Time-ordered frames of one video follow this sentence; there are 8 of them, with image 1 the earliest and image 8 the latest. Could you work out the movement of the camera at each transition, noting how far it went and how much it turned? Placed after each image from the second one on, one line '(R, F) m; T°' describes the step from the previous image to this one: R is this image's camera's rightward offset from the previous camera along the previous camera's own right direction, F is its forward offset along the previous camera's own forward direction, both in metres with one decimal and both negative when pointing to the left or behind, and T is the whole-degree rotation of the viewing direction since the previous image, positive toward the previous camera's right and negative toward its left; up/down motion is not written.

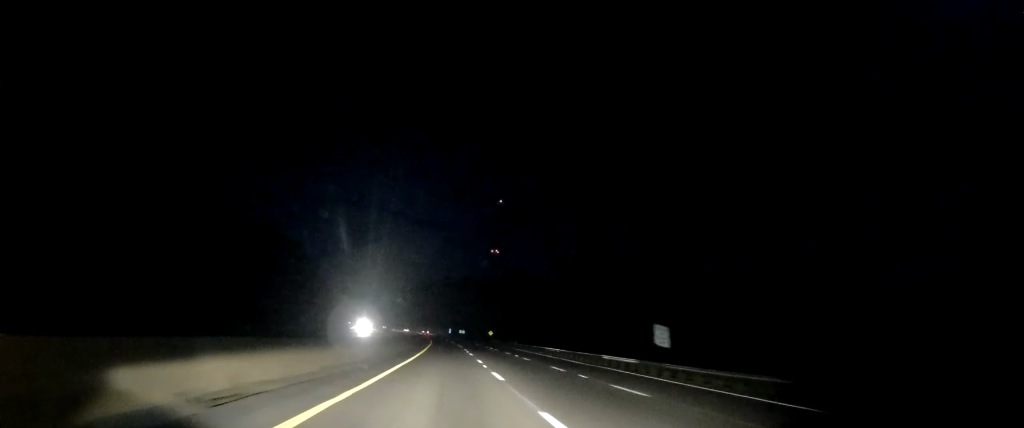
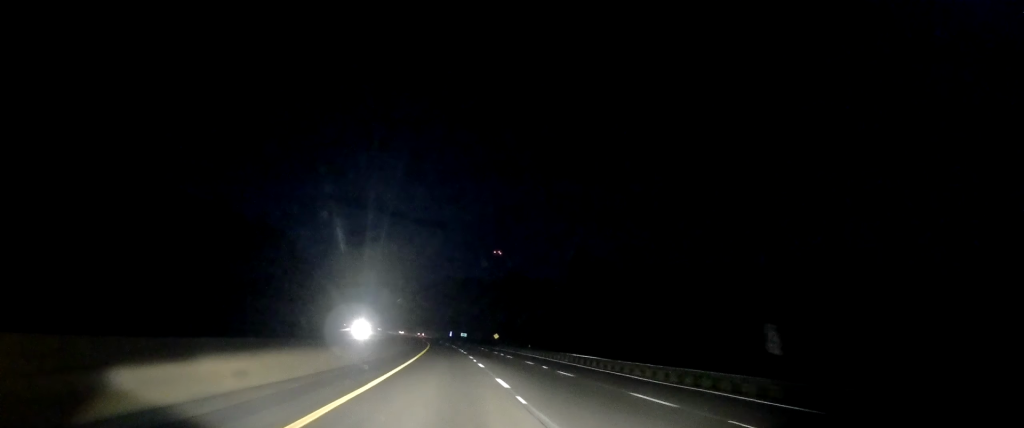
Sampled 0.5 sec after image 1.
(-0.1, +13.9) m; 0°
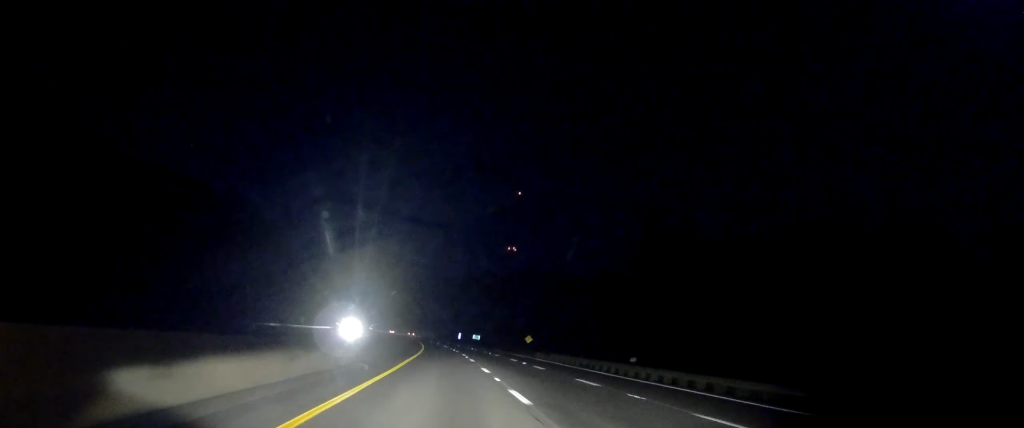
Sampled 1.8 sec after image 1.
(-0.3, +40.6) m; 0°
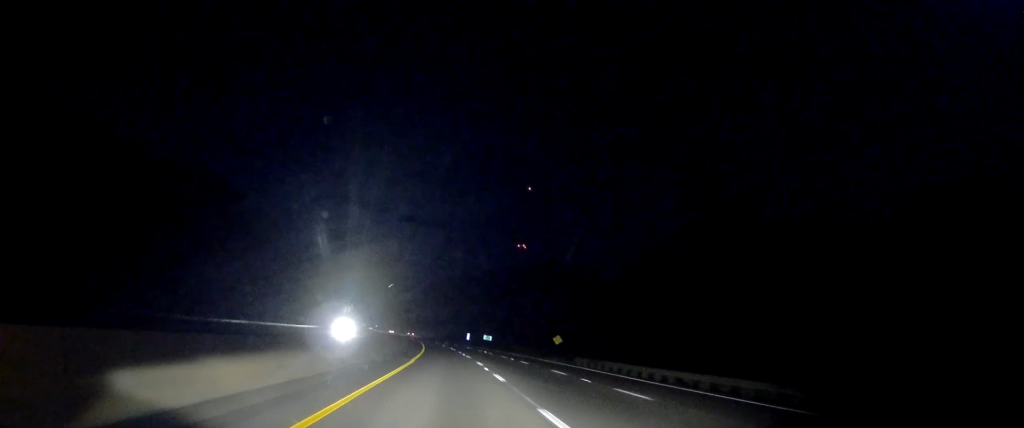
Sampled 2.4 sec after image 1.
(-0.1, +16.8) m; 0°
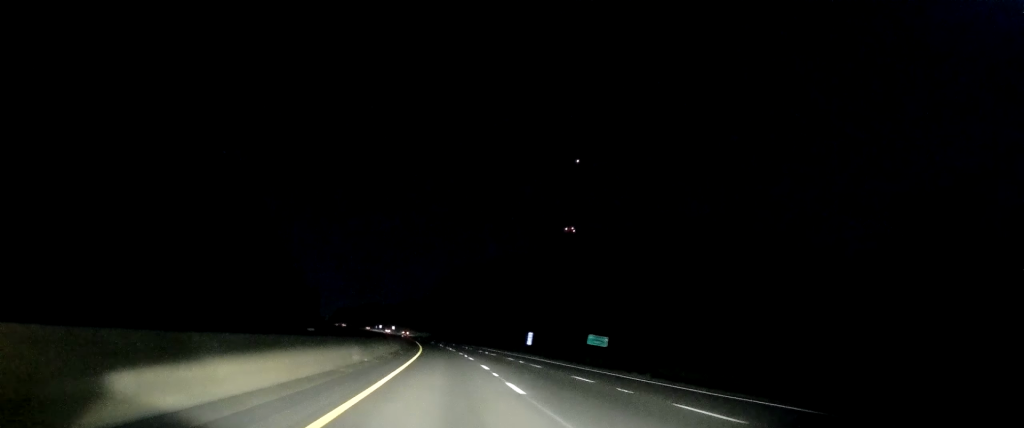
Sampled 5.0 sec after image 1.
(+0.2, +77.8) m; -1°
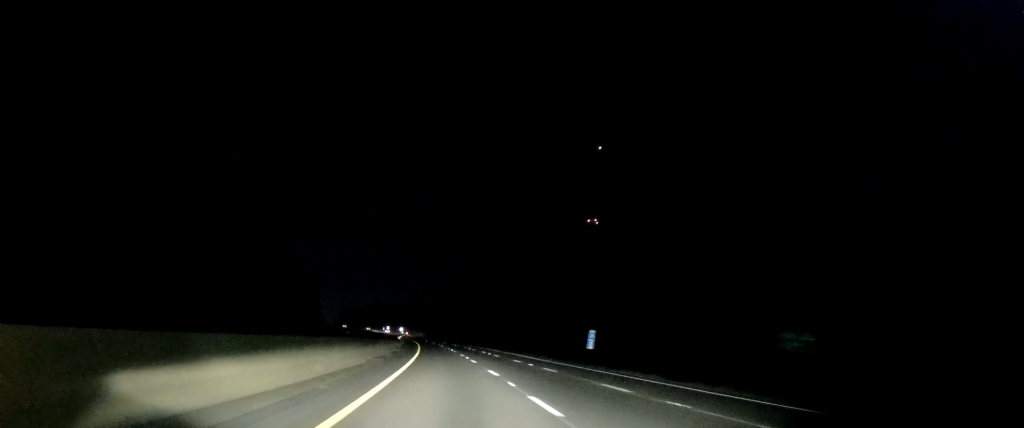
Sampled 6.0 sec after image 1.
(-0.5, +28.3) m; -2°
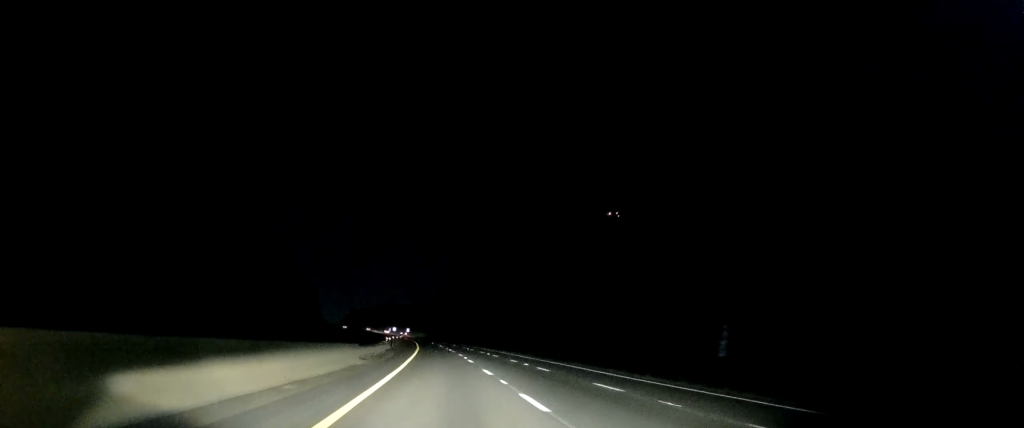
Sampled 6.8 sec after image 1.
(-0.3, +23.6) m; -2°
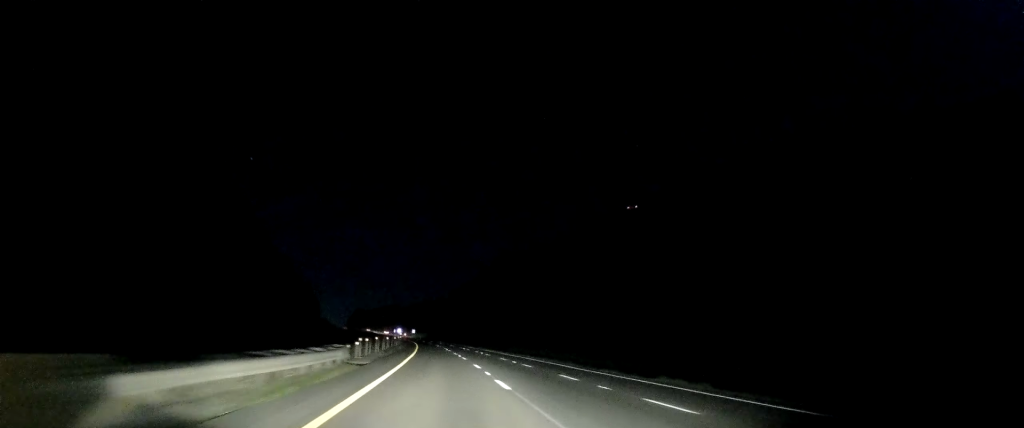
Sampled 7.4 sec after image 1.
(-0.2, +18.8) m; -1°
